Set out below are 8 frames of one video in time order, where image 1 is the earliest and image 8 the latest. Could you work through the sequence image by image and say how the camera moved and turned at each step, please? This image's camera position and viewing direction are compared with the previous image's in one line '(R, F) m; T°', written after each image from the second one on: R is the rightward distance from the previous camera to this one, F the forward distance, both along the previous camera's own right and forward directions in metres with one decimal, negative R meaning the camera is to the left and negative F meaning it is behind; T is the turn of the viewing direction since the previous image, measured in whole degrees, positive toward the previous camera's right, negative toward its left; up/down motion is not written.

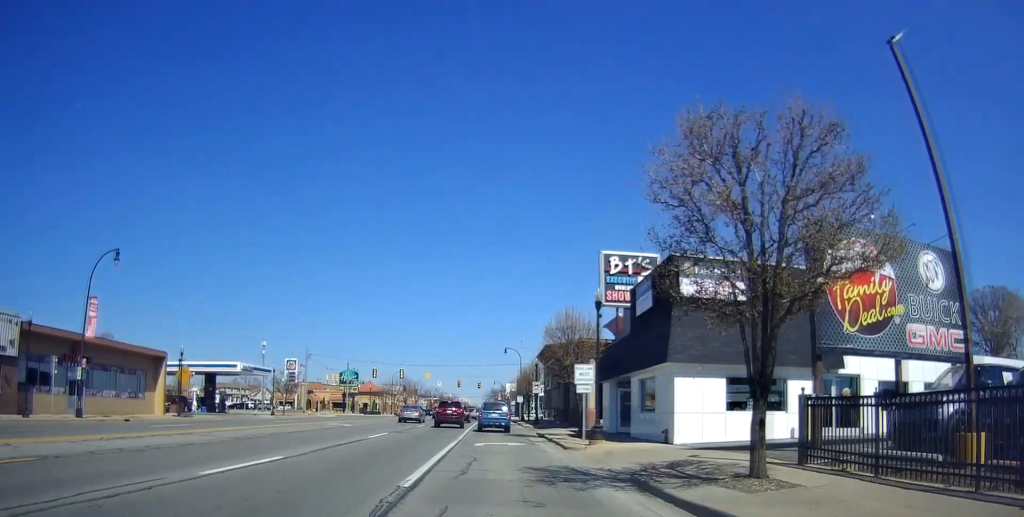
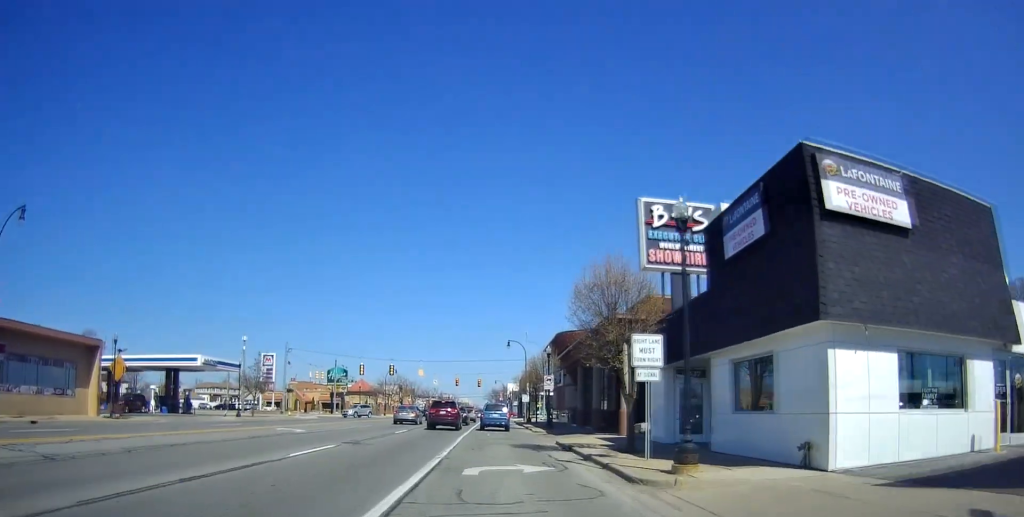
(+0.7, +9.3) m; +2°
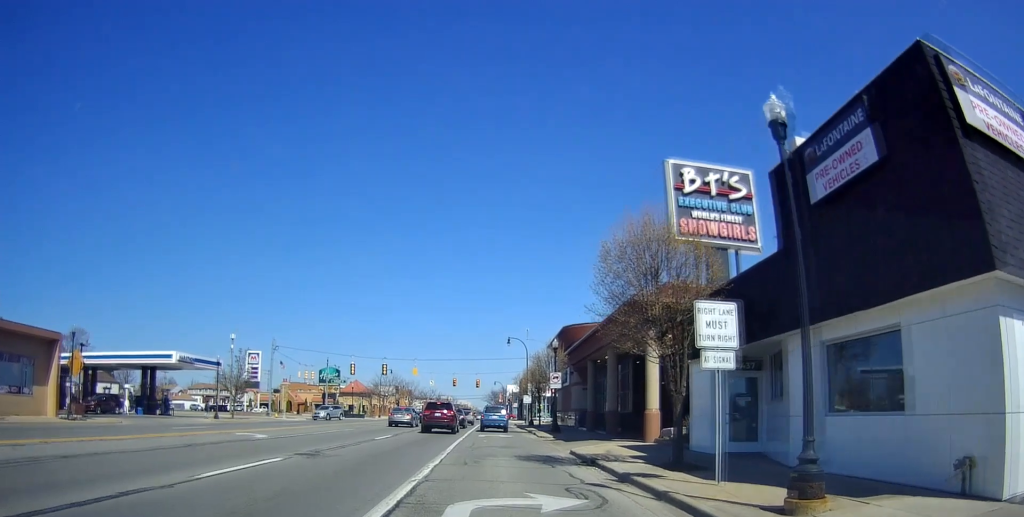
(-0.1, +4.3) m; 0°
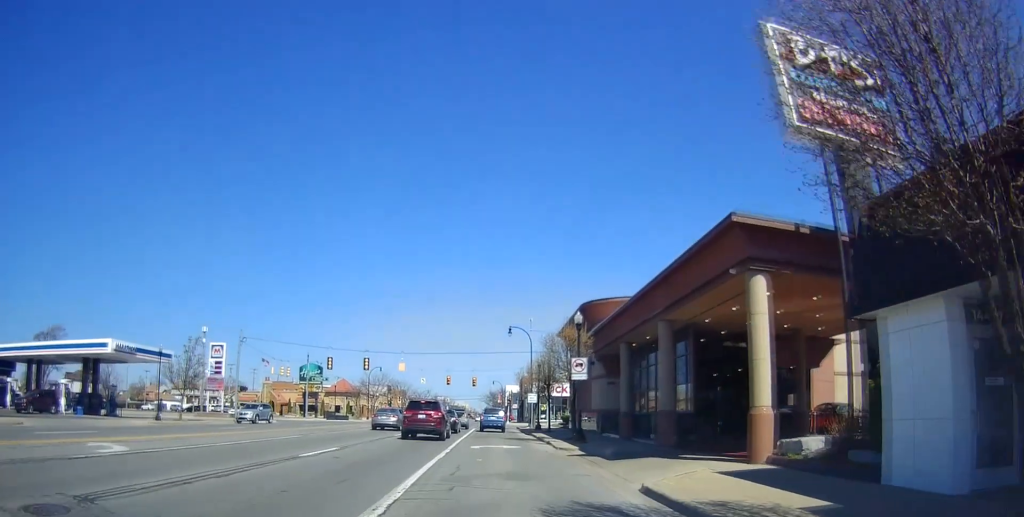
(-0.1, +8.9) m; +1°
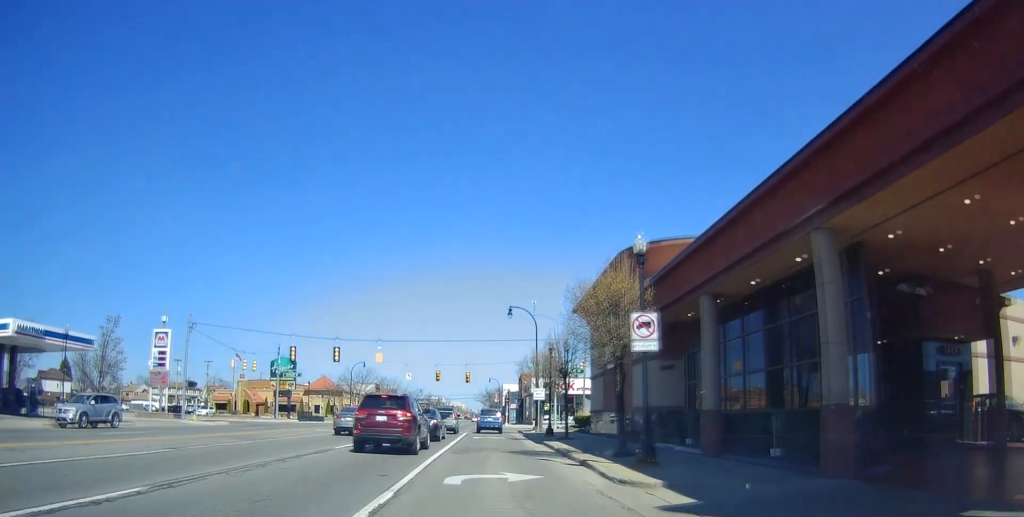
(+0.3, +9.9) m; +1°
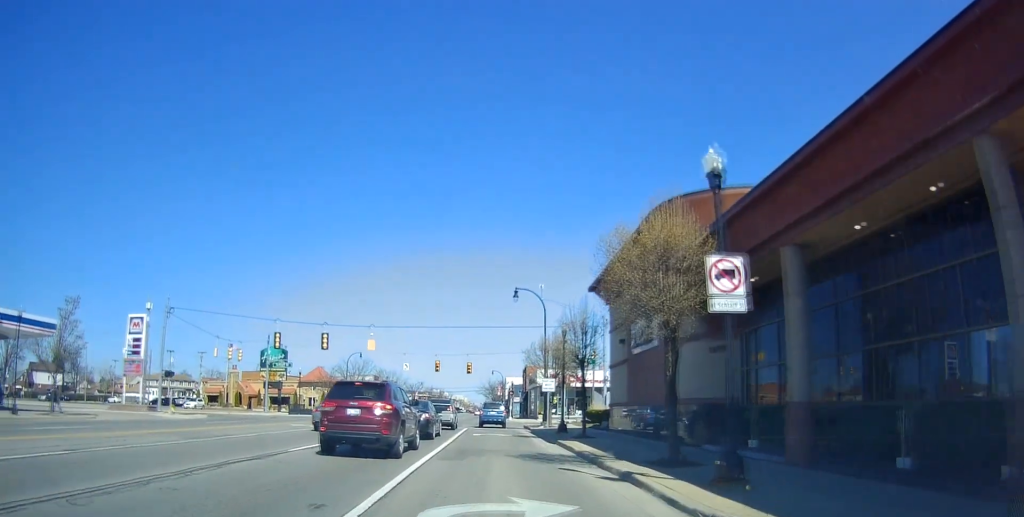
(0.0, +4.4) m; -2°
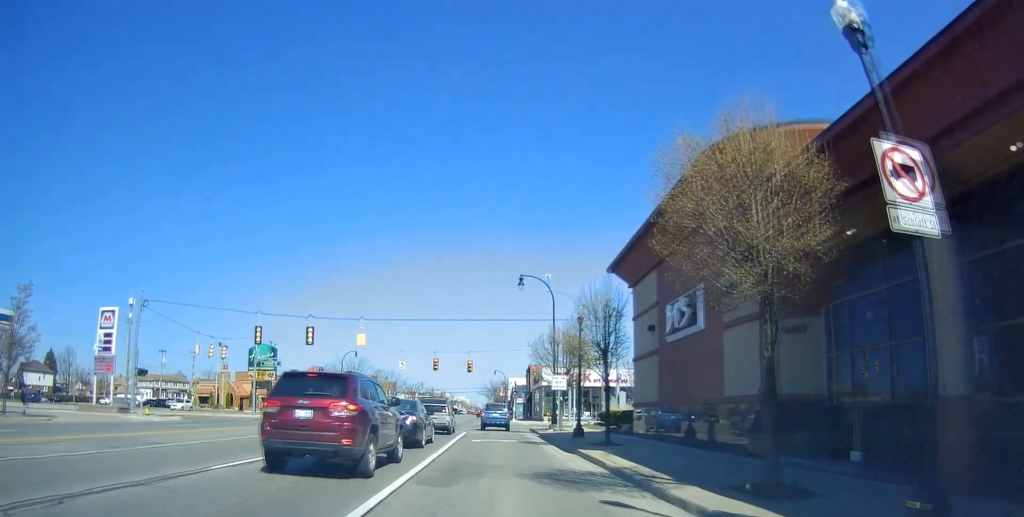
(-0.1, +5.2) m; -3°
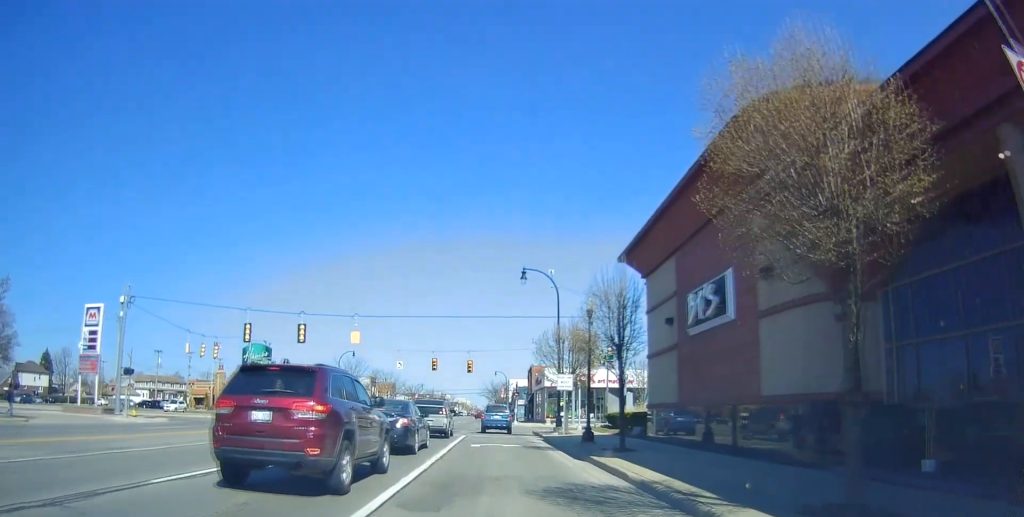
(-0.2, +2.4) m; 0°
